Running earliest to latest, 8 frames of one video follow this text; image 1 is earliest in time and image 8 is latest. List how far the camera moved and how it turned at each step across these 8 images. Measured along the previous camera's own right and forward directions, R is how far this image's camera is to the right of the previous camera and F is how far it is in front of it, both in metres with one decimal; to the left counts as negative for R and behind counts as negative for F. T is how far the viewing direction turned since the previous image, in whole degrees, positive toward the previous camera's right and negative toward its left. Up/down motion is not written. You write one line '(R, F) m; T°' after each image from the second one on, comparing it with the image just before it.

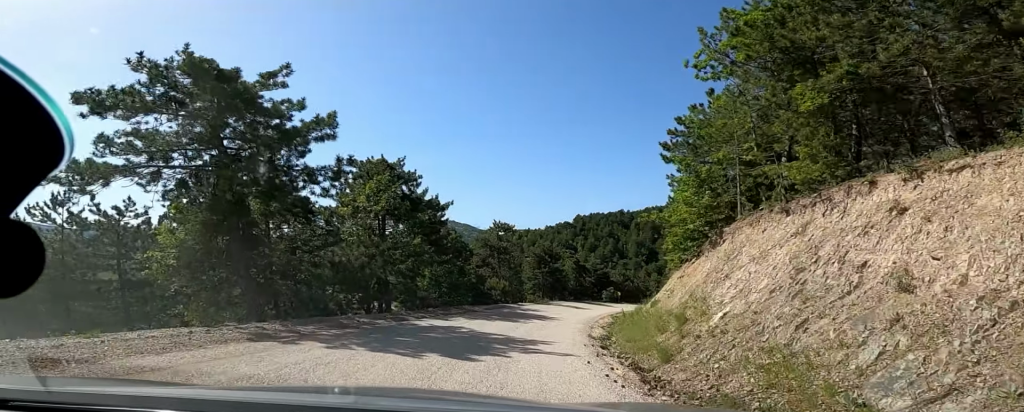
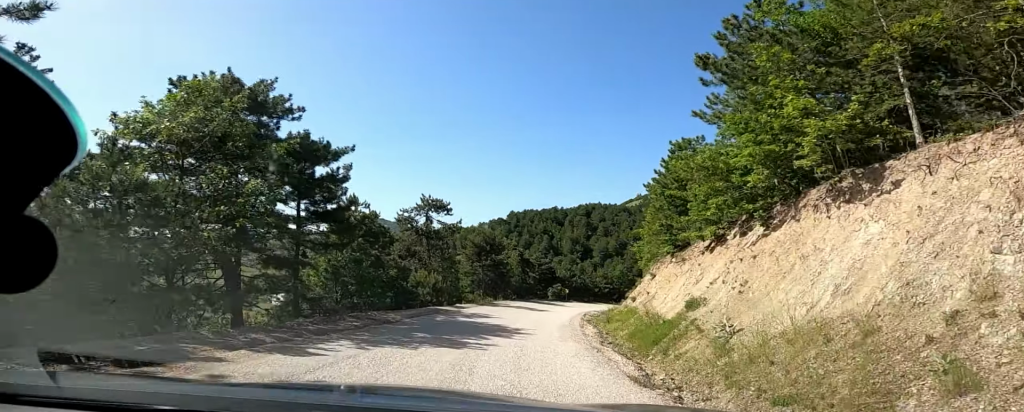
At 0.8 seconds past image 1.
(-0.6, +8.5) m; +3°
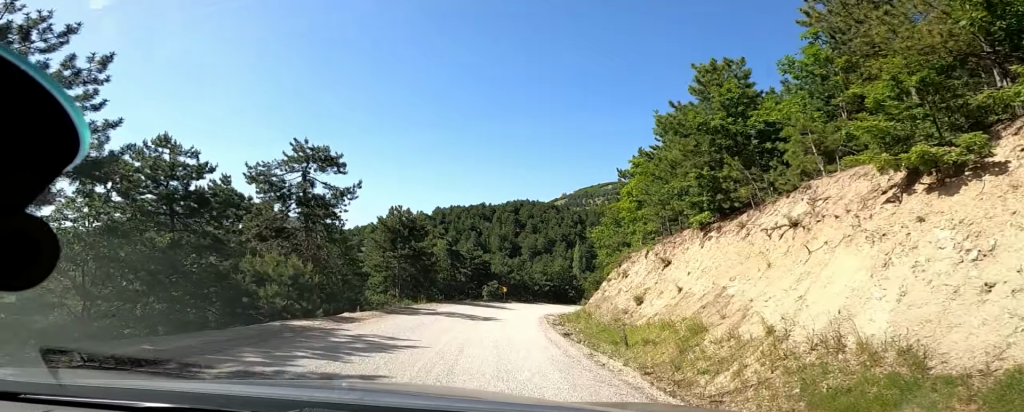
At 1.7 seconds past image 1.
(+1.1, +9.7) m; +13°
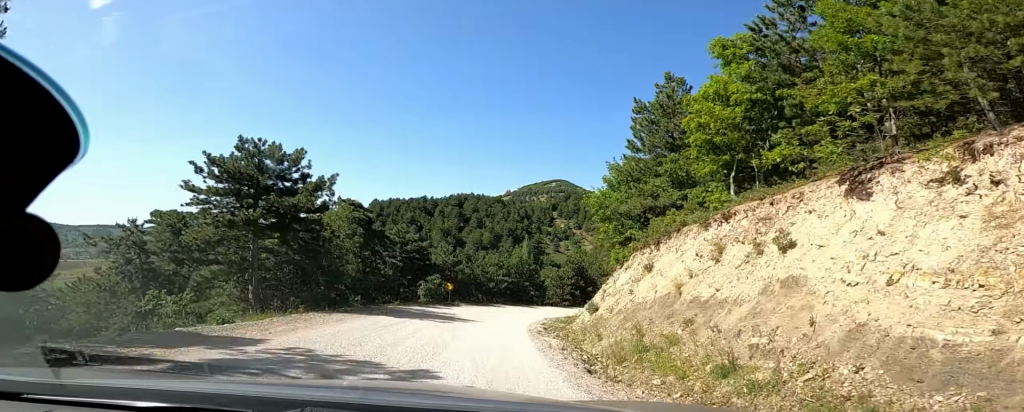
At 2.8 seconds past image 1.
(+1.8, +13.5) m; +10°
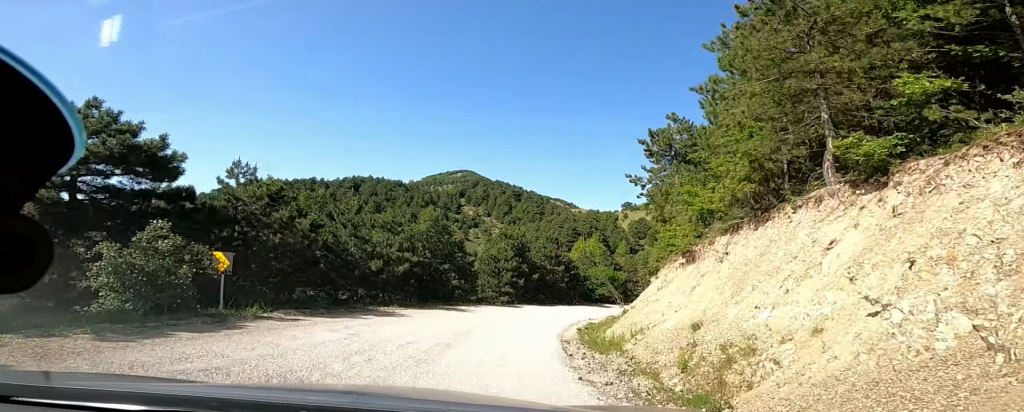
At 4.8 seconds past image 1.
(+2.6, +22.5) m; +13°
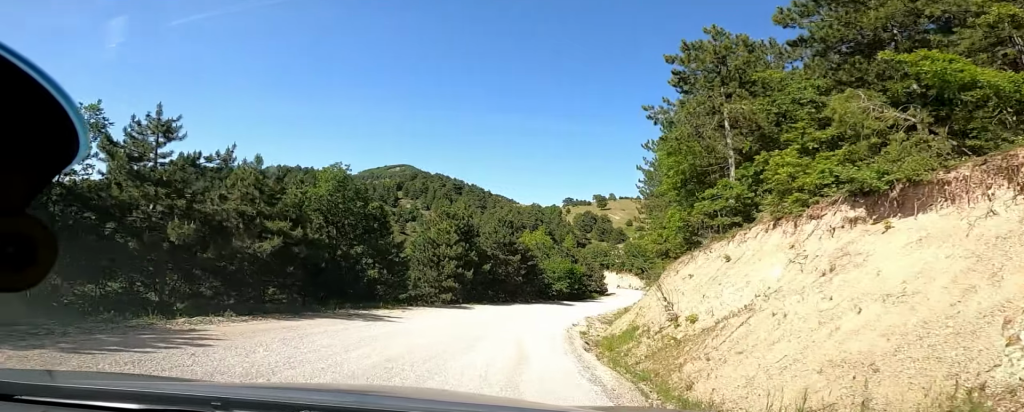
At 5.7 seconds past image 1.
(+0.4, +9.7) m; +2°
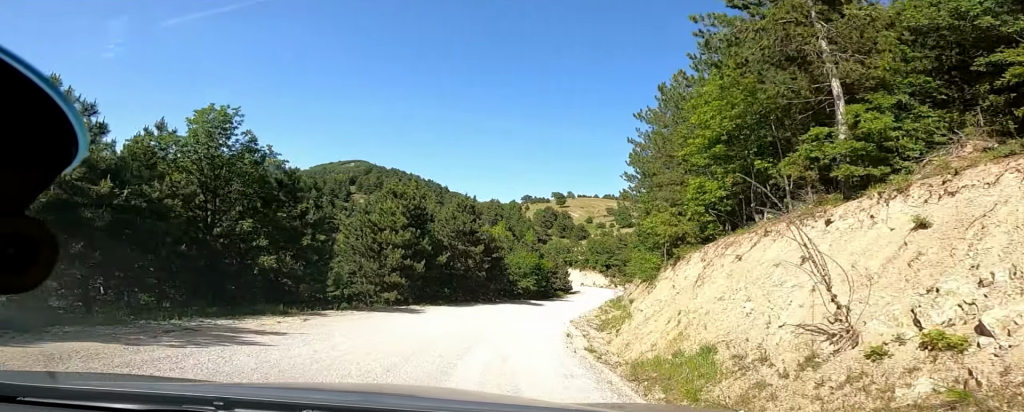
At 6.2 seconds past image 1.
(0.0, +6.2) m; +2°
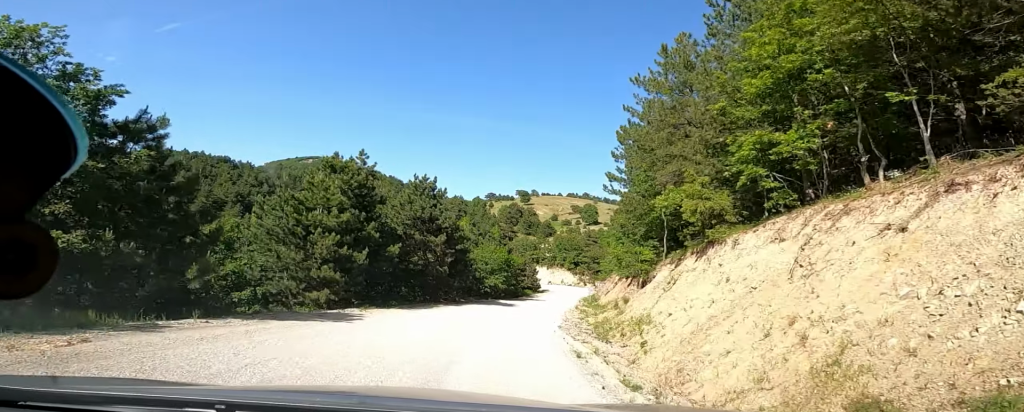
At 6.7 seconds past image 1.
(-0.1, +5.0) m; +2°
